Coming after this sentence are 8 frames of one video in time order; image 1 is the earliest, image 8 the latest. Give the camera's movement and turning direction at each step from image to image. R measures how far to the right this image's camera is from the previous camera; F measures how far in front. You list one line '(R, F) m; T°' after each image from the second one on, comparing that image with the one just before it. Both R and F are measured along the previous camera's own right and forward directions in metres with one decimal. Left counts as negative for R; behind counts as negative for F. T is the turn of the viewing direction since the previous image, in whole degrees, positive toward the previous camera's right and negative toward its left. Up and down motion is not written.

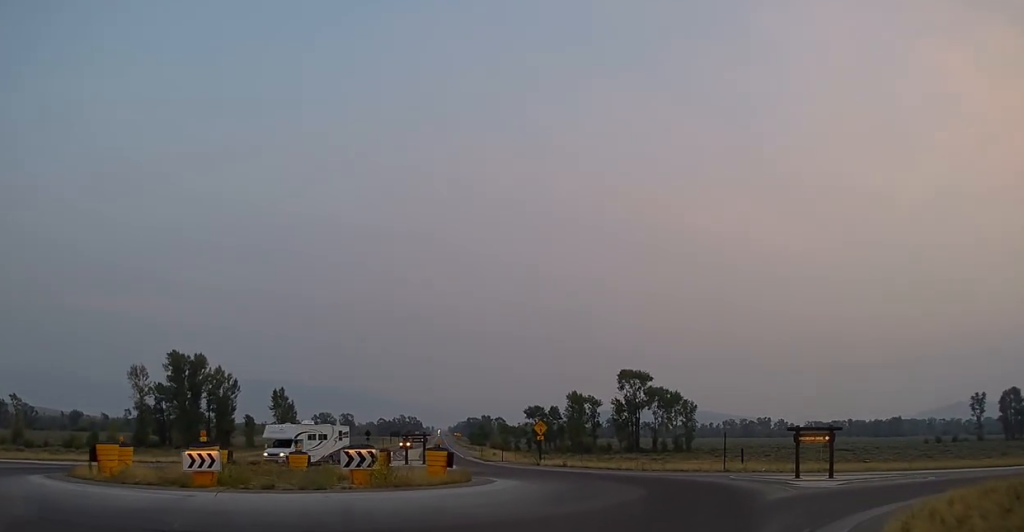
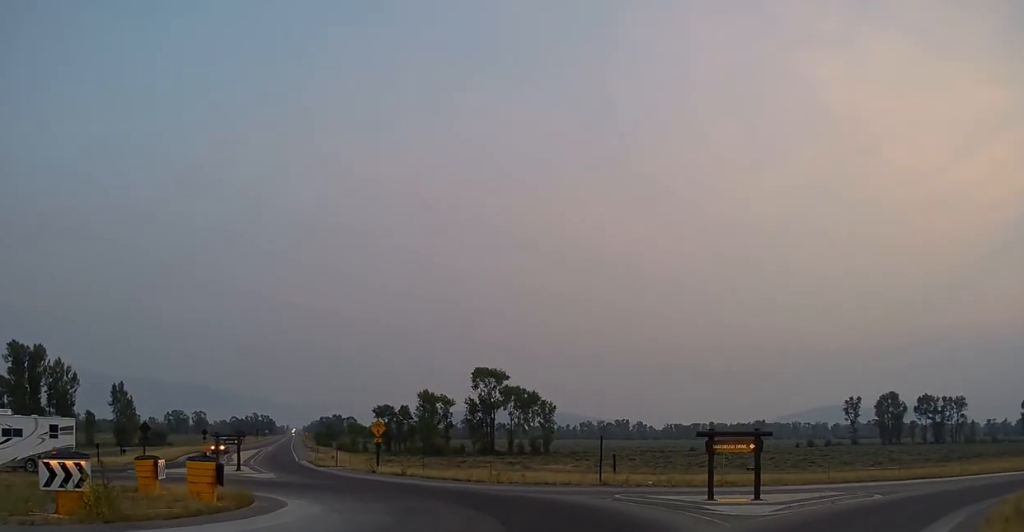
(+0.1, +8.5) m; +5°
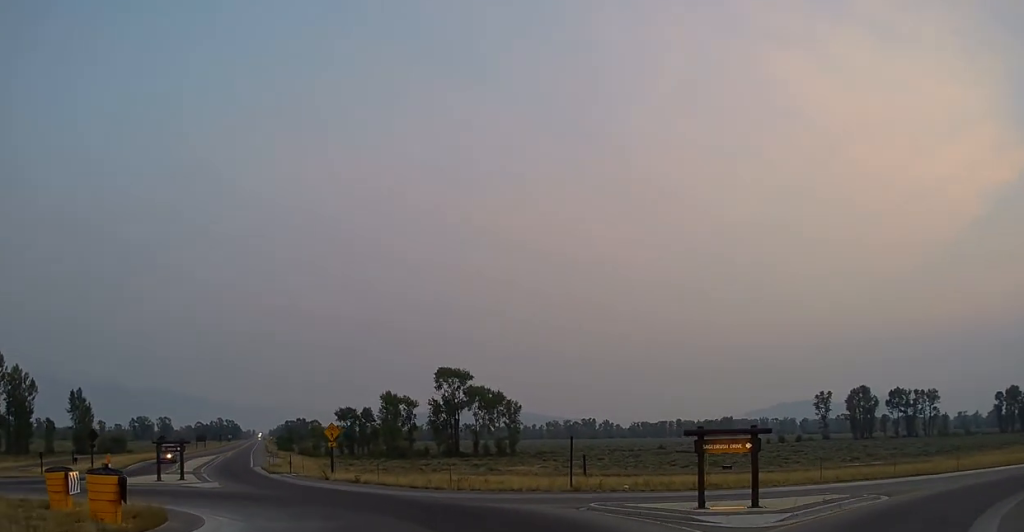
(+0.3, +3.0) m; +8°
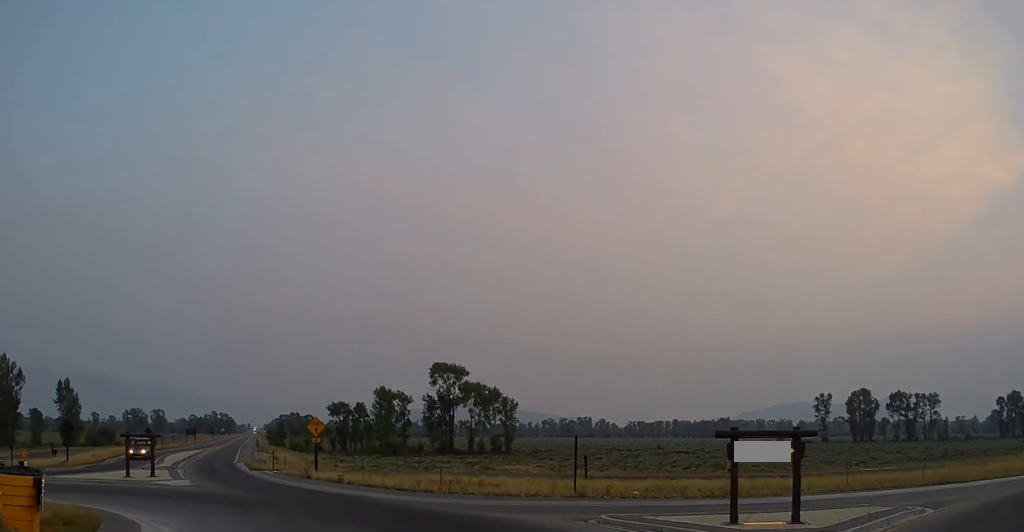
(+0.2, +3.0) m; +5°
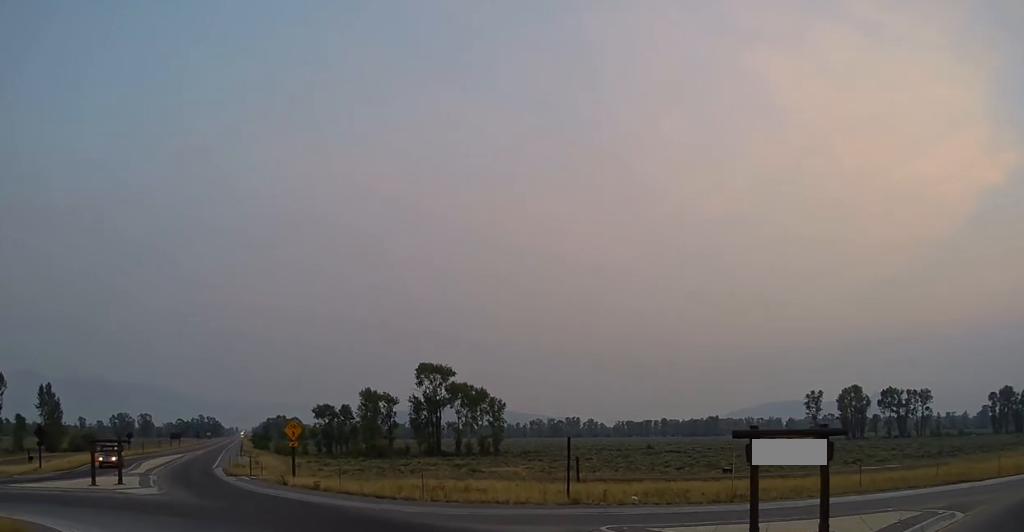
(+0.1, +2.1) m; +2°
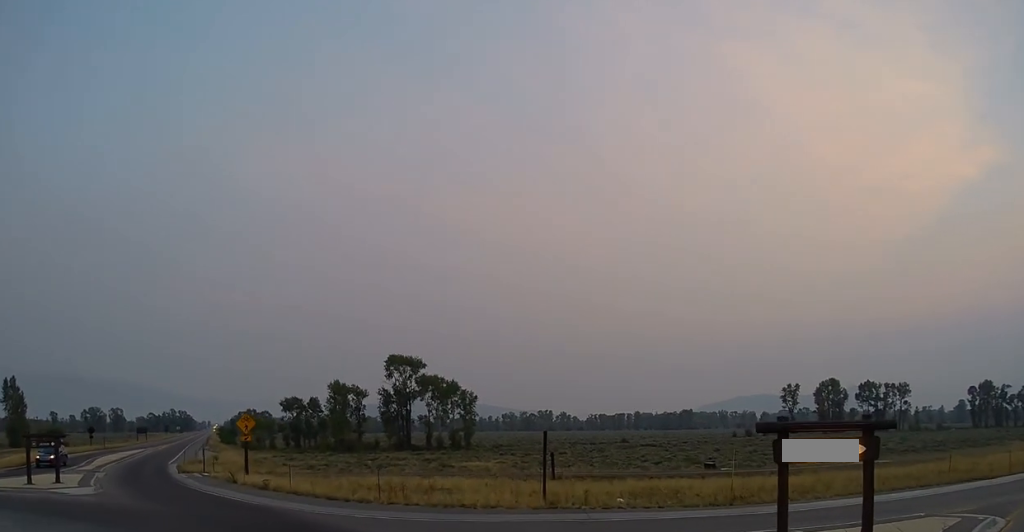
(+0.1, +3.3) m; -5°
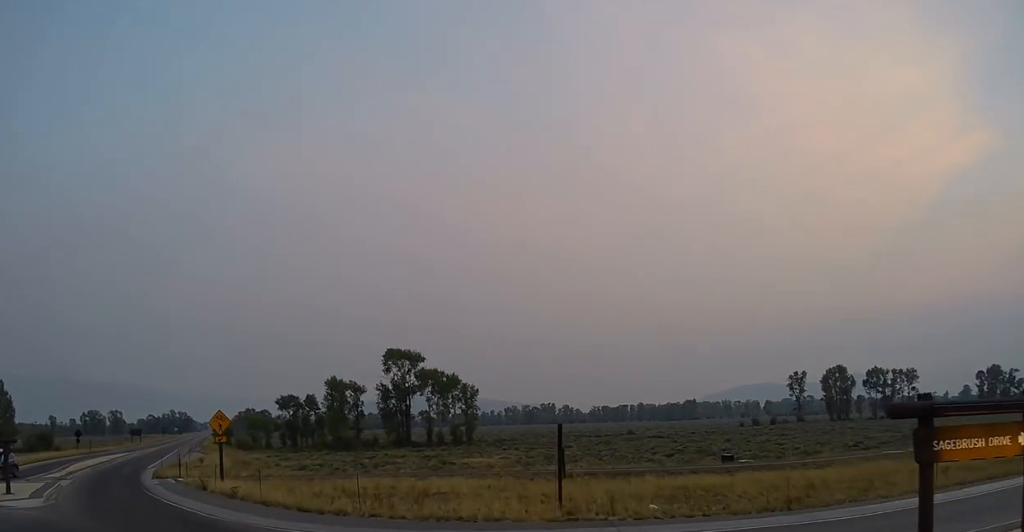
(-0.3, +4.1) m; -10°
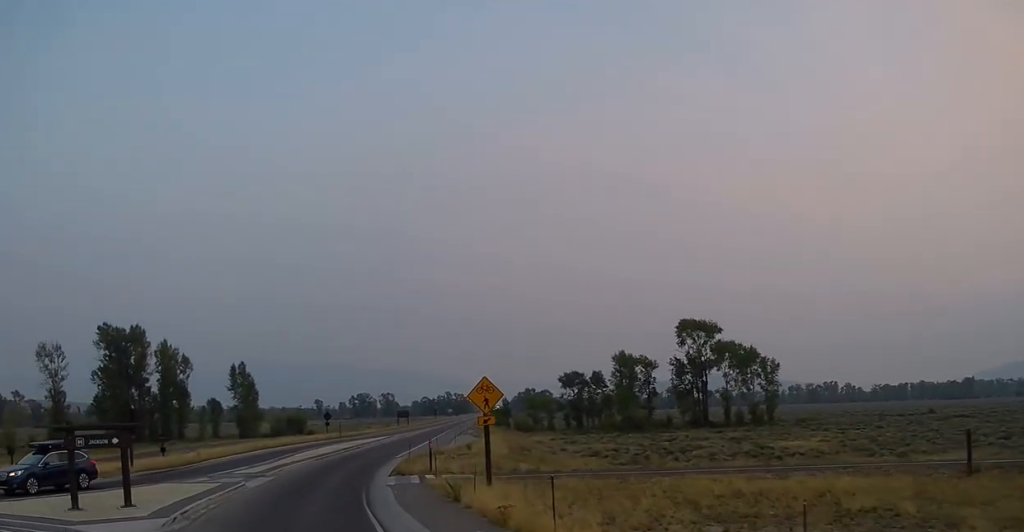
(-2.4, +10.8) m; -22°
